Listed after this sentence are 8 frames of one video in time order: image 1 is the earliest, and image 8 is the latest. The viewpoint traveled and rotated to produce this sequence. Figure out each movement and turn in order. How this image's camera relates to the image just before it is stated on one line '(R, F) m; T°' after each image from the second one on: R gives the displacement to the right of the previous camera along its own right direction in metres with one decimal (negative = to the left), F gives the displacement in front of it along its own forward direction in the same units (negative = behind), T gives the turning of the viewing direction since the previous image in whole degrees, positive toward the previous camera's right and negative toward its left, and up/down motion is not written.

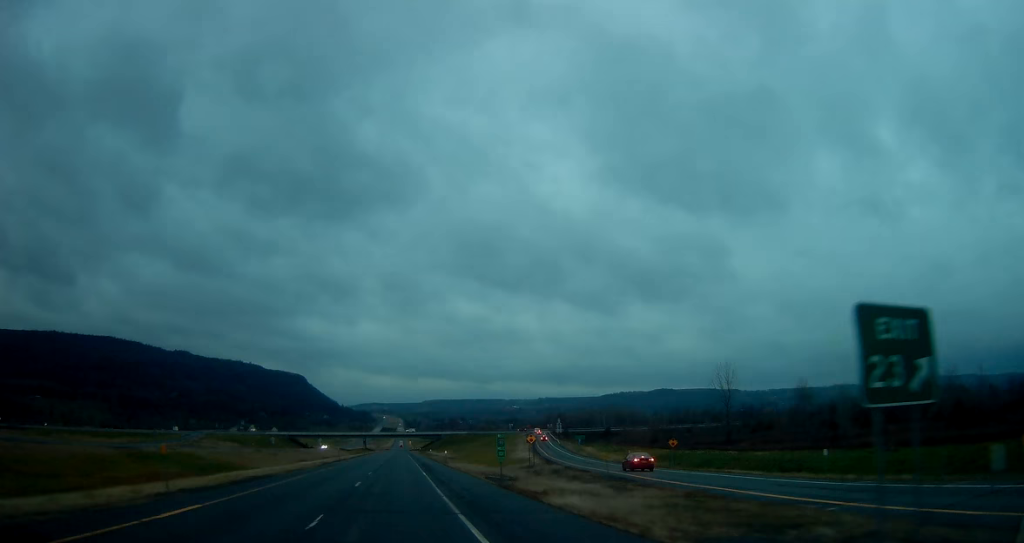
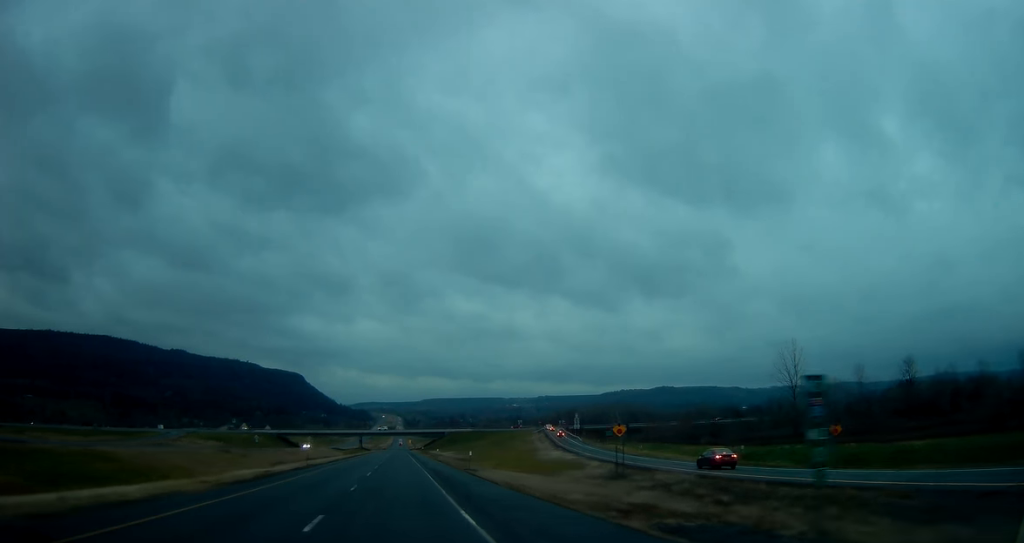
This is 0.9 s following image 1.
(-0.3, +27.6) m; 0°
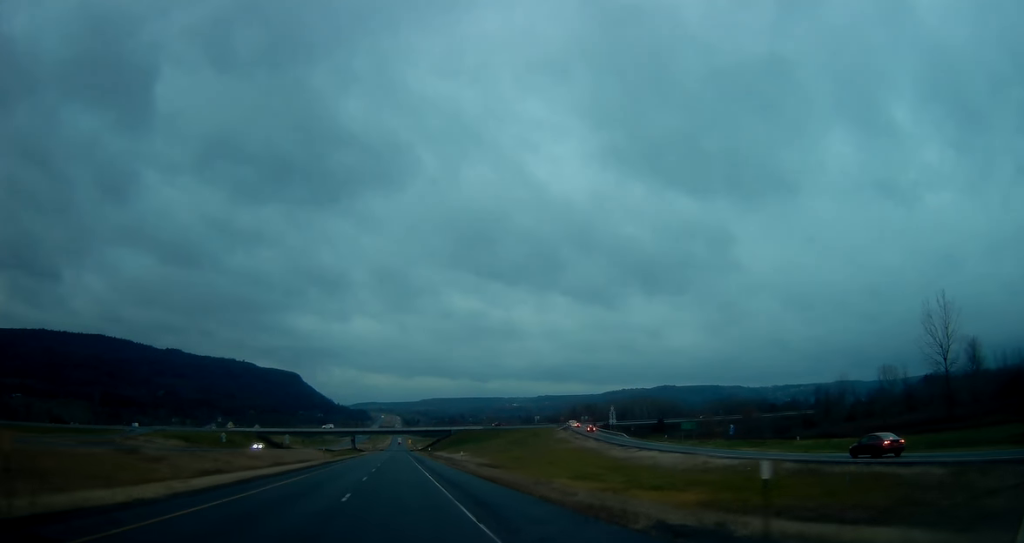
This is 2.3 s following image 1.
(+0.4, +41.3) m; +1°
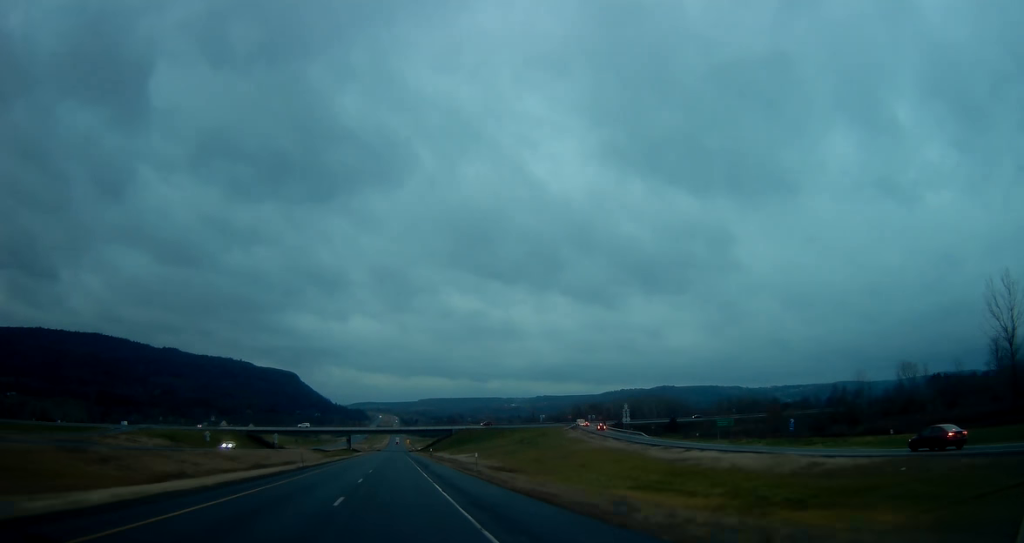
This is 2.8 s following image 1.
(0.0, +13.8) m; 0°
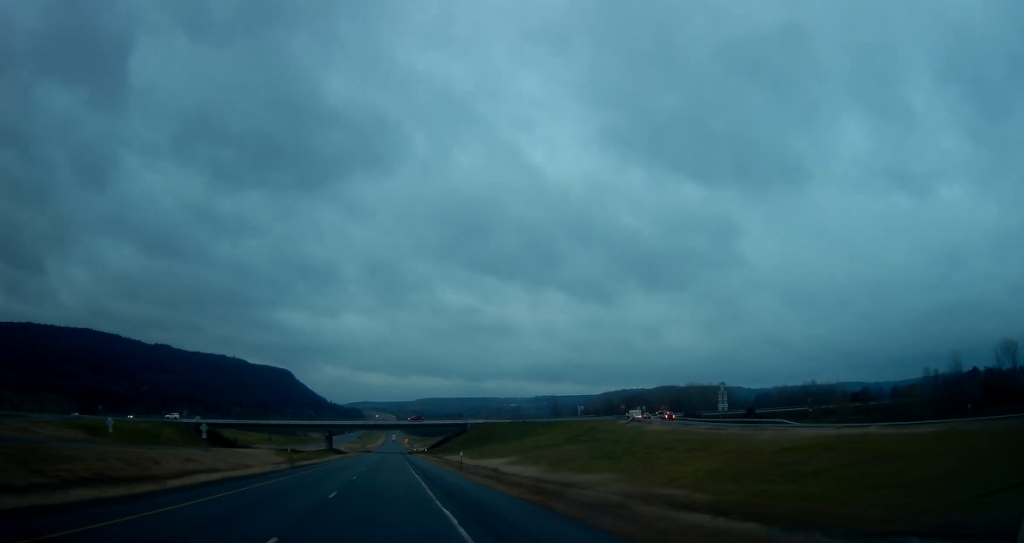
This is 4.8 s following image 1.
(+0.1, +59.0) m; 0°
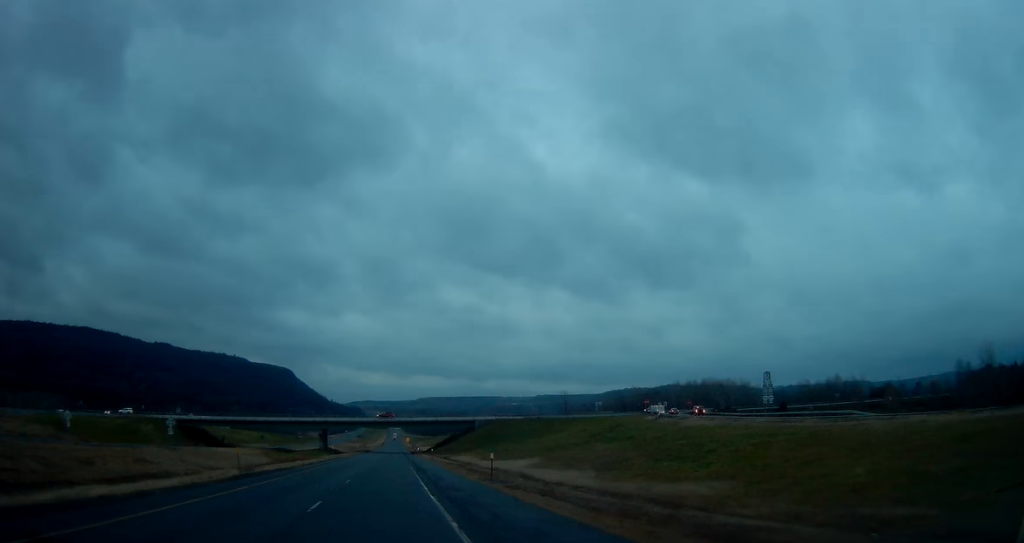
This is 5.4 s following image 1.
(0.0, +16.7) m; 0°
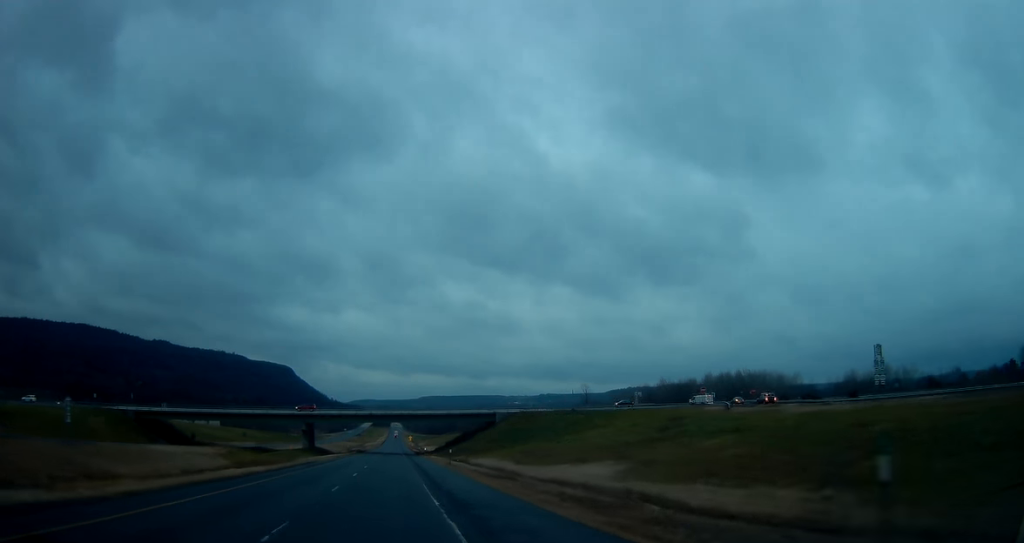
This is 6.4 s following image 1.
(0.0, +30.5) m; 0°
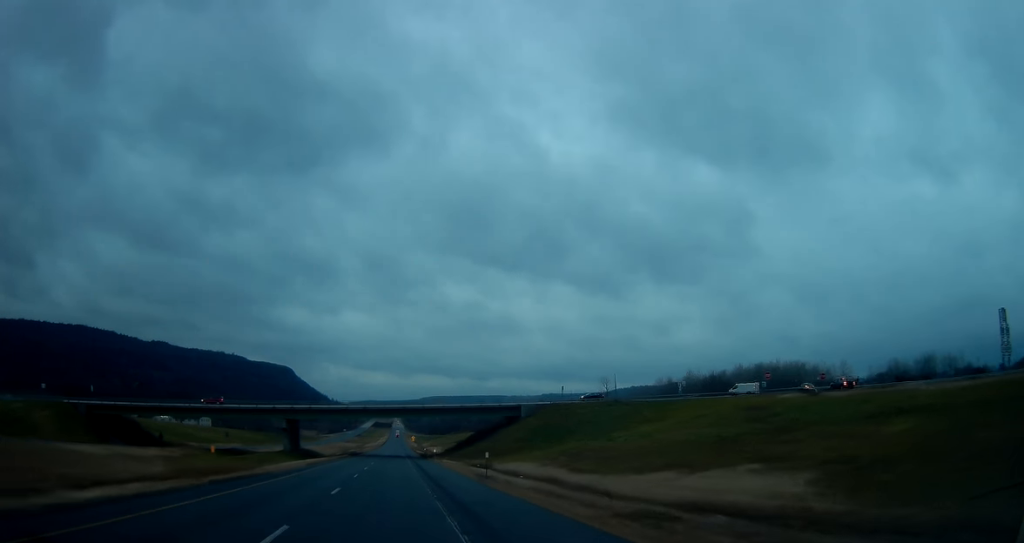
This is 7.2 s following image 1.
(+0.1, +24.6) m; 0°
